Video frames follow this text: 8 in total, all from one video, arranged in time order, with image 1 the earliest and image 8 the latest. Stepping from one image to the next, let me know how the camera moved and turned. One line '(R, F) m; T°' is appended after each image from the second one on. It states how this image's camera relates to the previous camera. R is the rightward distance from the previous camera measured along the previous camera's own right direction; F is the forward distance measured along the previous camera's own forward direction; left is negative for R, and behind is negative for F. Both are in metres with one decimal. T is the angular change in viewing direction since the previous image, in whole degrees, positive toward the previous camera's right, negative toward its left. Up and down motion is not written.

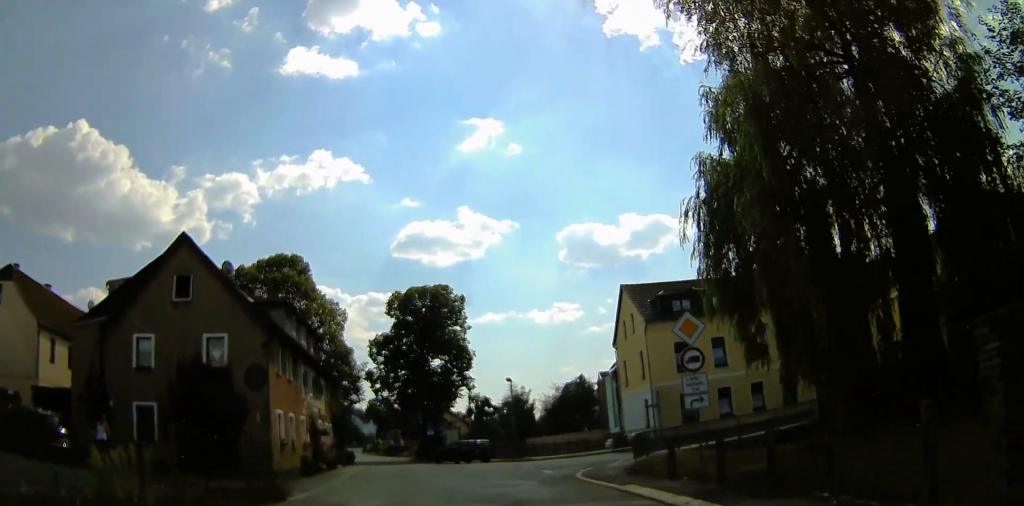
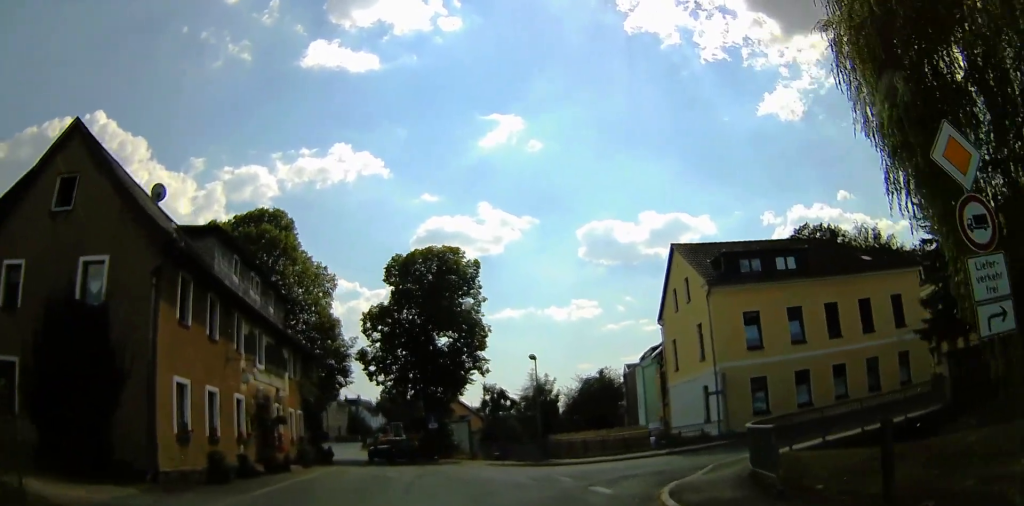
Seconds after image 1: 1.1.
(+1.0, +7.7) m; +15°
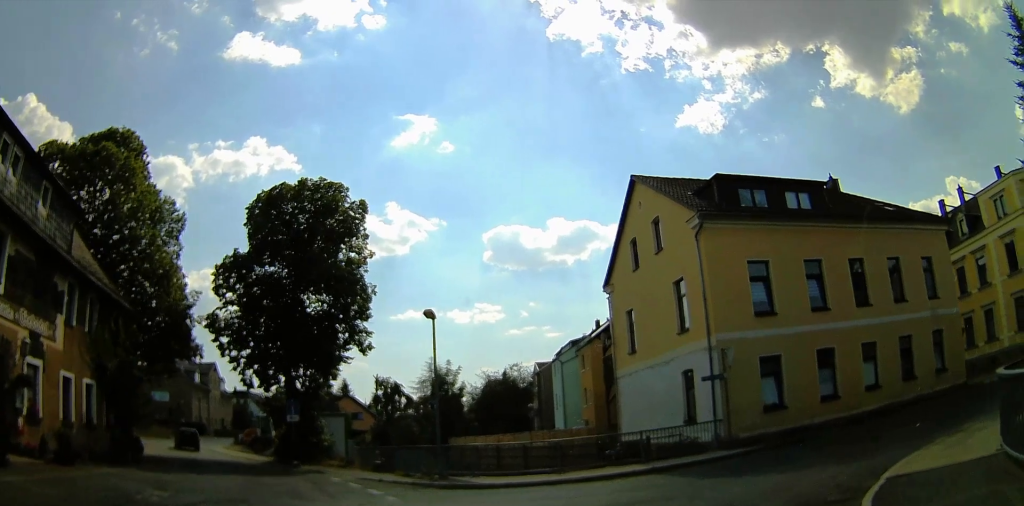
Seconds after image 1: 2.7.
(+2.2, +8.2) m; +41°
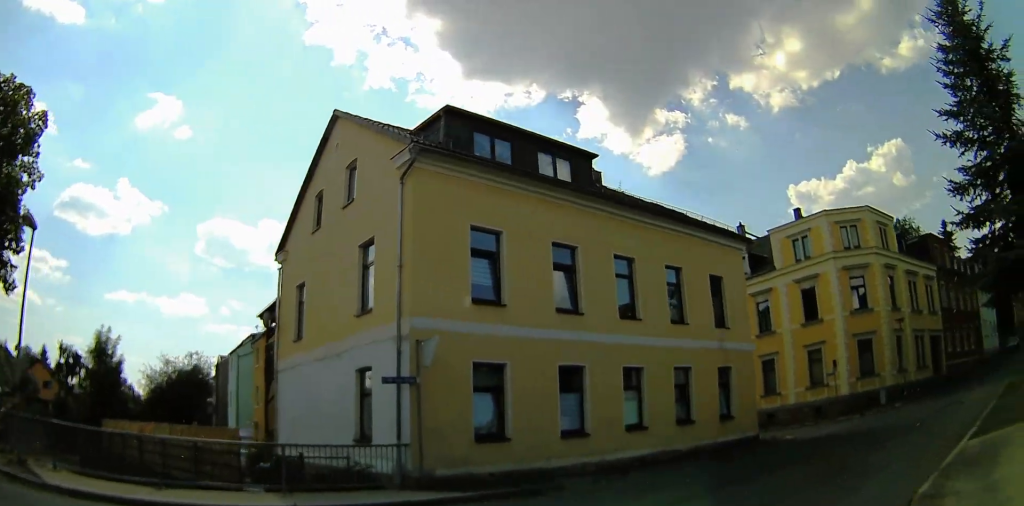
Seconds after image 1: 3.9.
(+1.5, +5.7) m; +13°
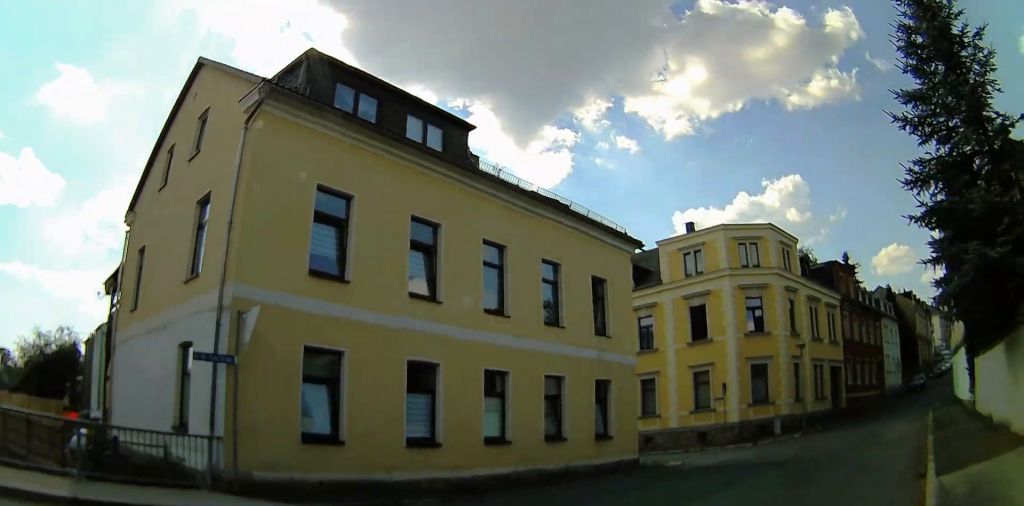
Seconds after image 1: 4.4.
(-0.5, +2.1) m; +1°
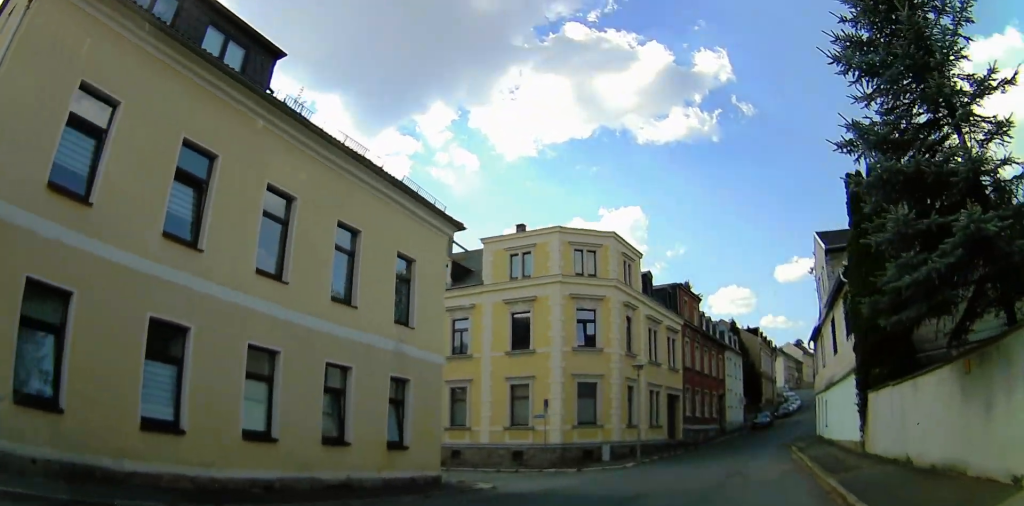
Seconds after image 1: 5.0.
(+0.6, +2.3) m; +10°
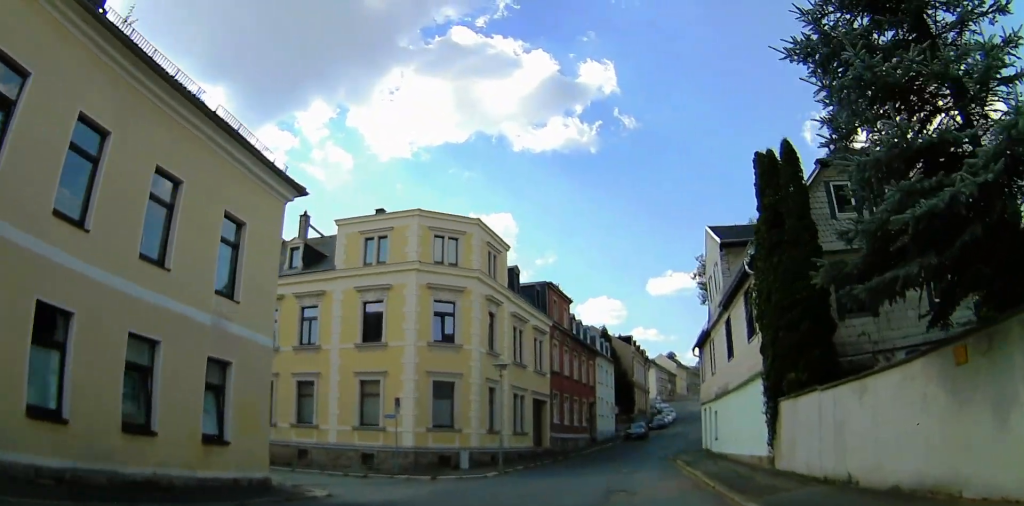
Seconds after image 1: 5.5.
(+0.2, +1.9) m; +8°
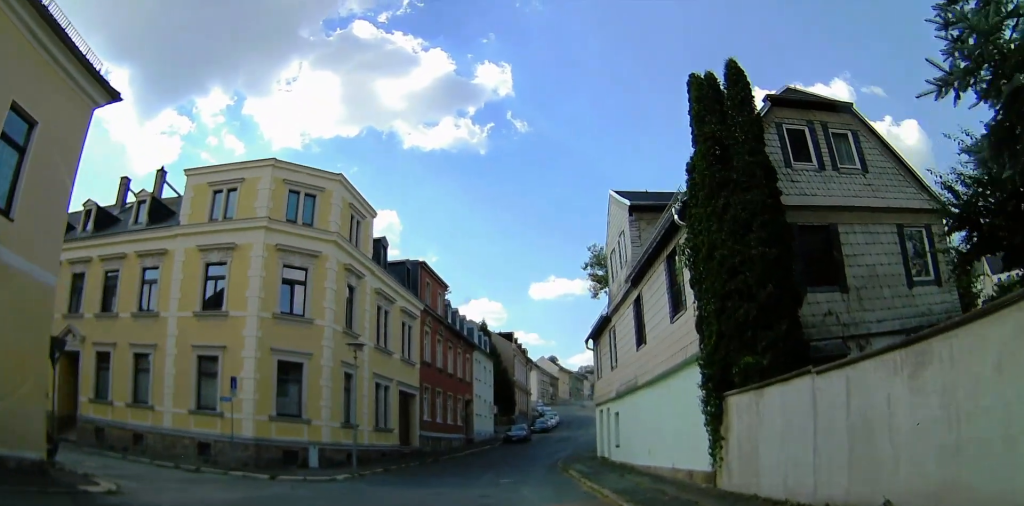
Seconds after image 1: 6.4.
(0.0, +3.0) m; -3°
